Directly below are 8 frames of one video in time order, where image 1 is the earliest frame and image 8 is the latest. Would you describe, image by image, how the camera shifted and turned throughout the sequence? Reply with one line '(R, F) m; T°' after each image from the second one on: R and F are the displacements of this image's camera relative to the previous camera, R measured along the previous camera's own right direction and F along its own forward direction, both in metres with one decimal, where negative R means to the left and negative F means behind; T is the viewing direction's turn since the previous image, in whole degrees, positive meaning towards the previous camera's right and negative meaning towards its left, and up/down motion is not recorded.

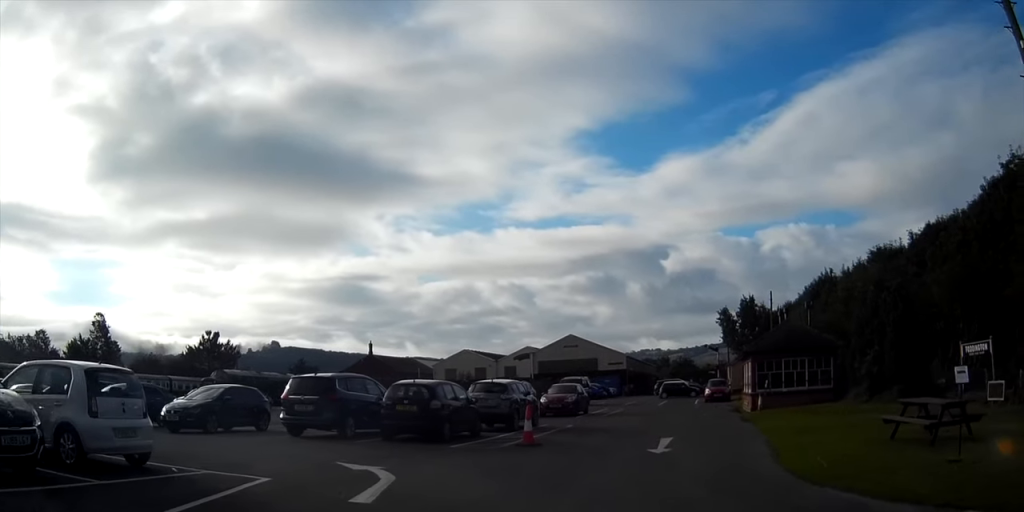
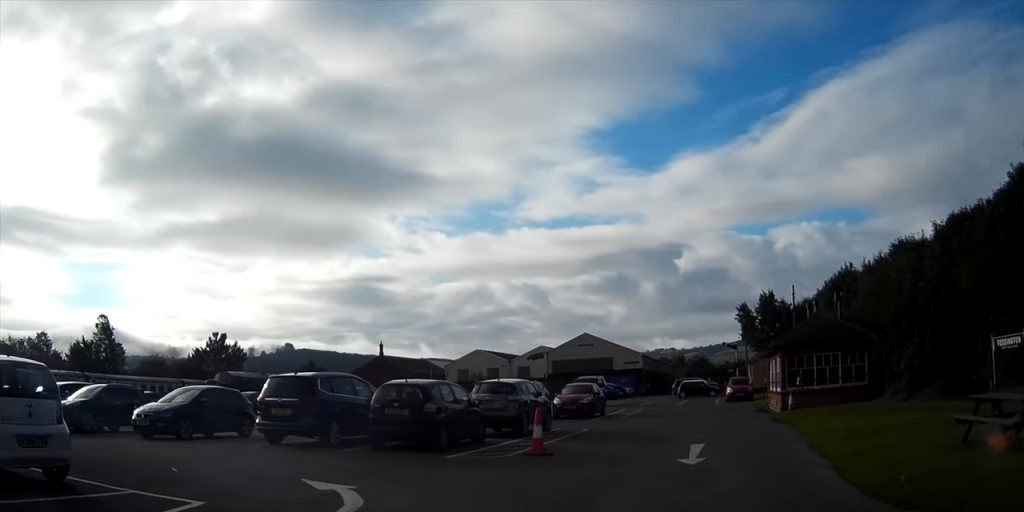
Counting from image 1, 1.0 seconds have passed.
(0.0, +2.6) m; -3°
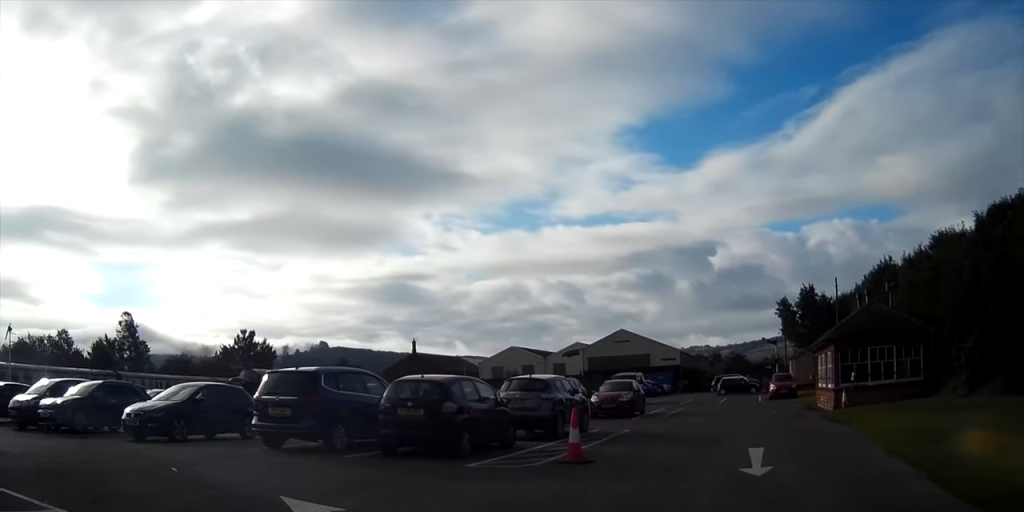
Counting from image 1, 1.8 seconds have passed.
(-0.1, +2.2) m; -6°
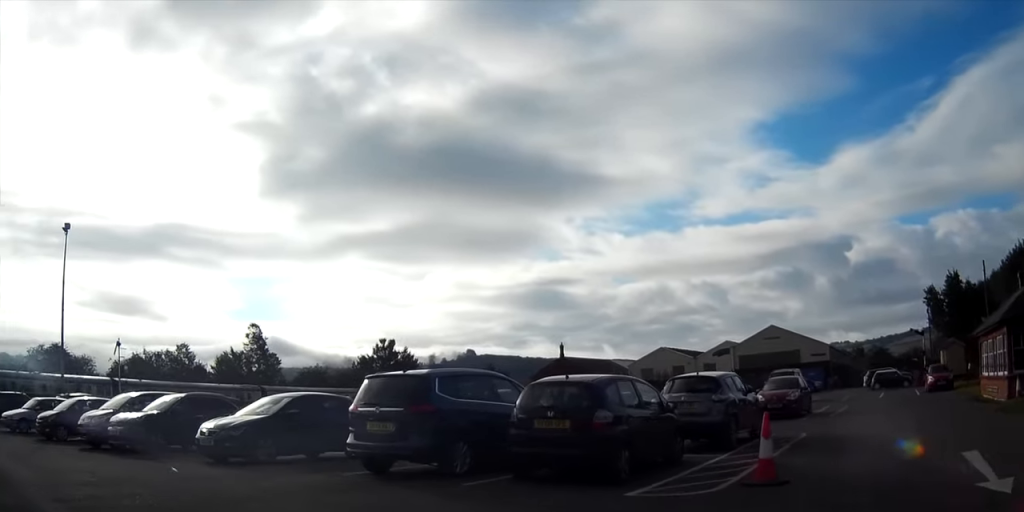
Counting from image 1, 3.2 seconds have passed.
(-0.4, +3.6) m; -14°
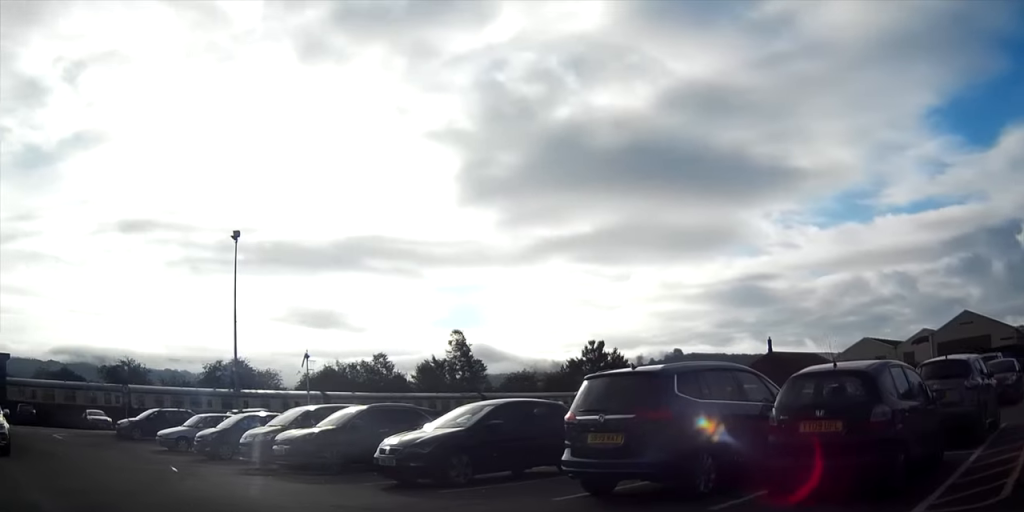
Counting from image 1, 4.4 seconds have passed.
(-0.3, +2.5) m; -14°
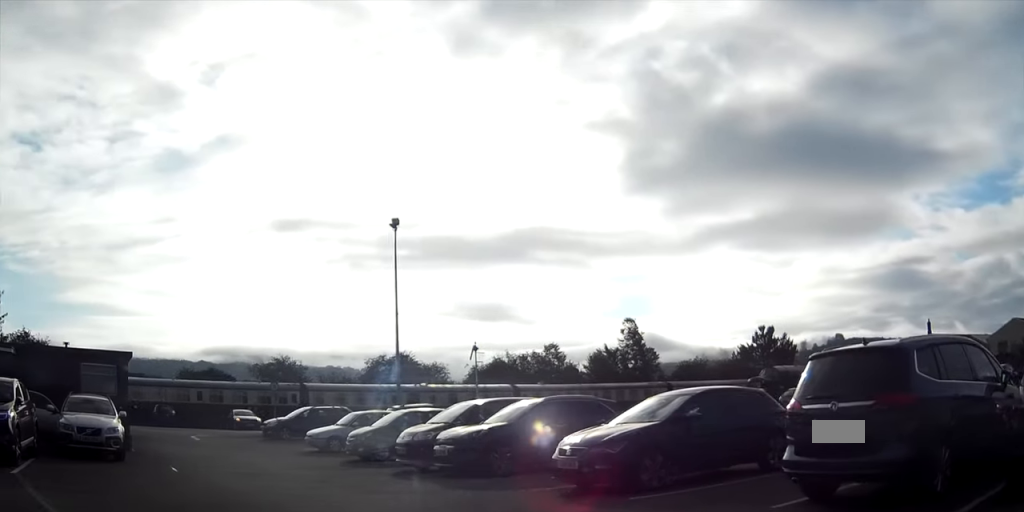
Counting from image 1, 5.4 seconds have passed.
(-0.2, +1.8) m; -15°
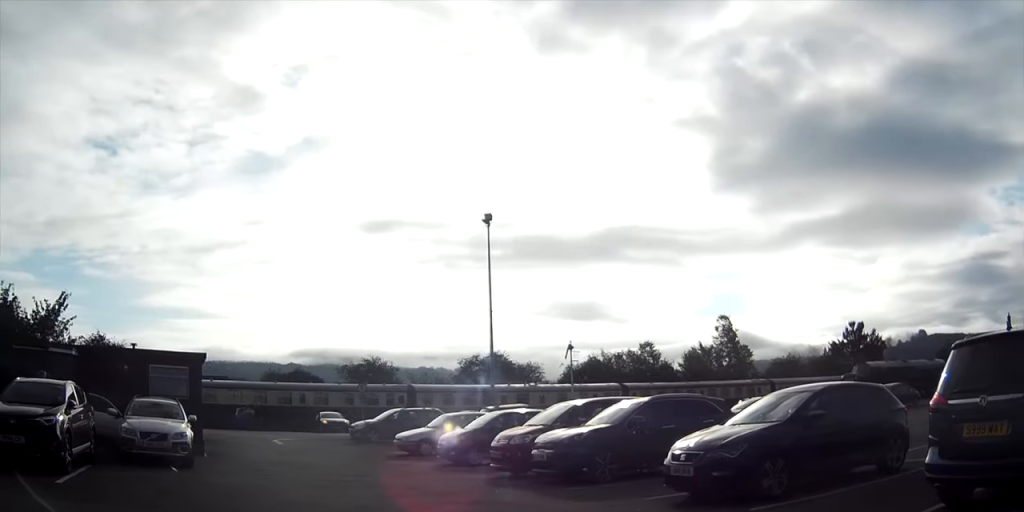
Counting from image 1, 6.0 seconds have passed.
(-0.1, +1.1) m; -10°
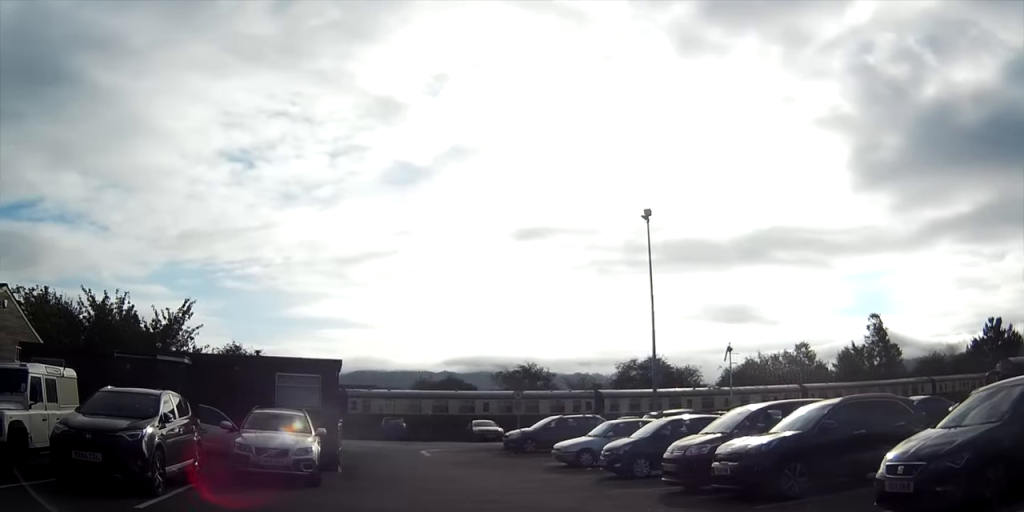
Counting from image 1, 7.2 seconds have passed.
(-0.3, +1.9) m; -12°
